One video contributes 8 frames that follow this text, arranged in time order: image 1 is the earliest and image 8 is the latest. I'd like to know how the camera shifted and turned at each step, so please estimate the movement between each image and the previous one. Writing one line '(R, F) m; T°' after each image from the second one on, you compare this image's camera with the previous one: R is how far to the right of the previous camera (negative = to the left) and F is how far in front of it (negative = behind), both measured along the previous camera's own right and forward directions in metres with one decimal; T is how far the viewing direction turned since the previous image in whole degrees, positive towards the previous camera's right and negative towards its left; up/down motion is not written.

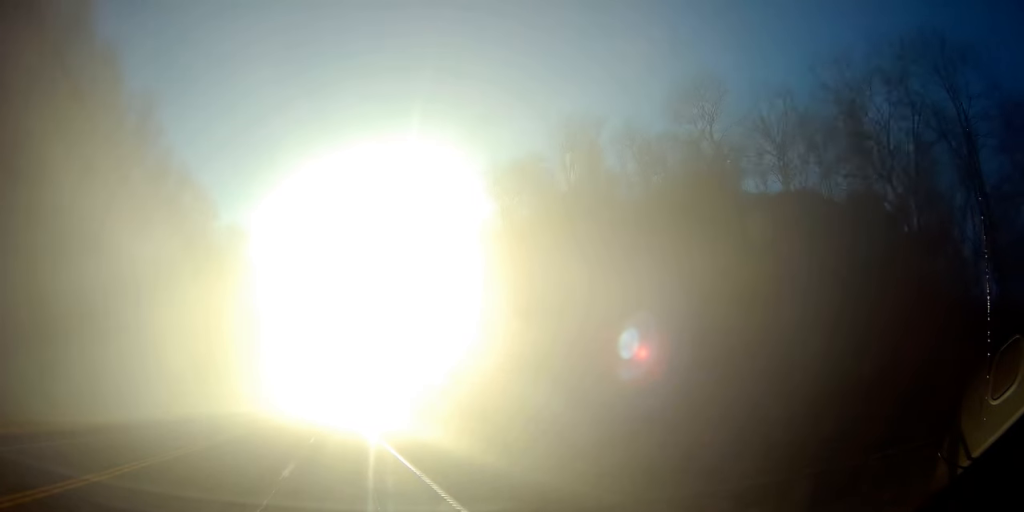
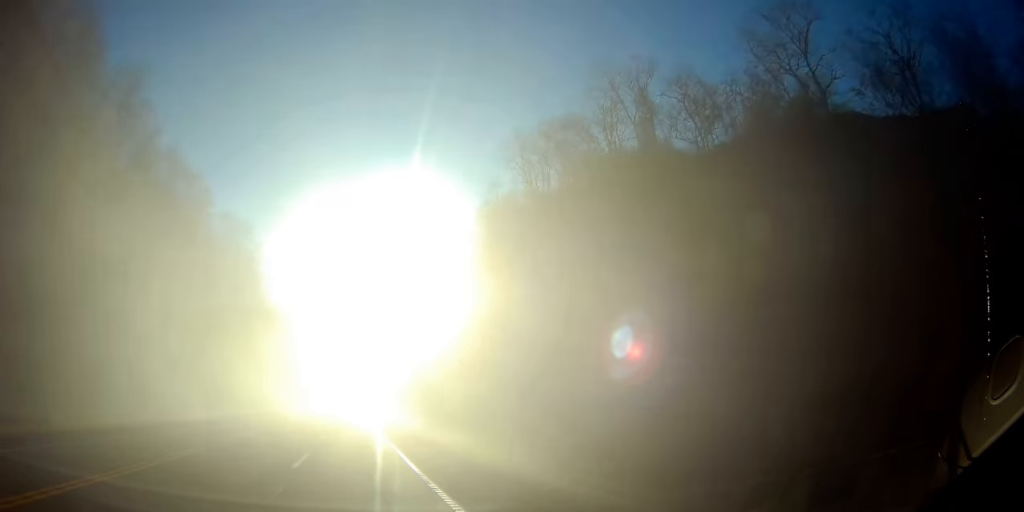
(-0.1, +10.4) m; -1°
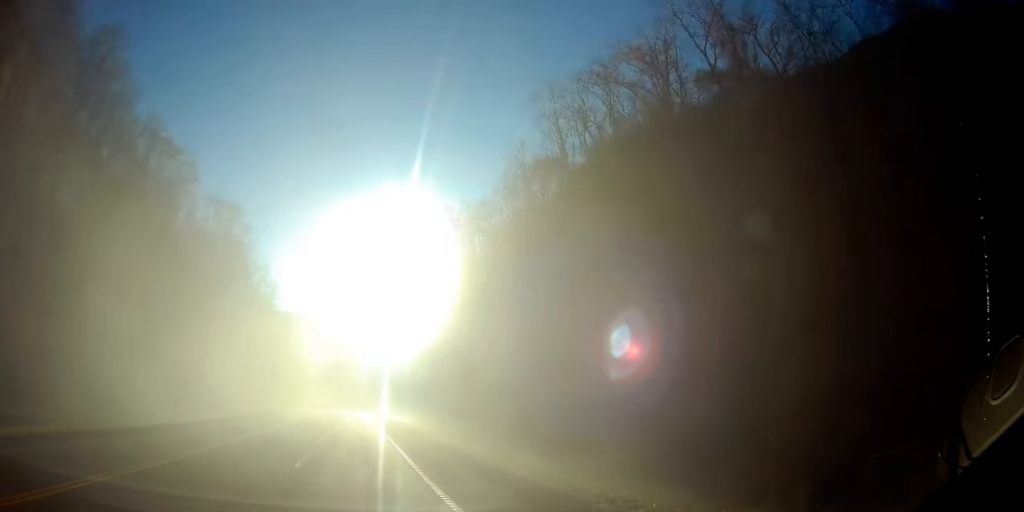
(-0.1, +11.9) m; -1°
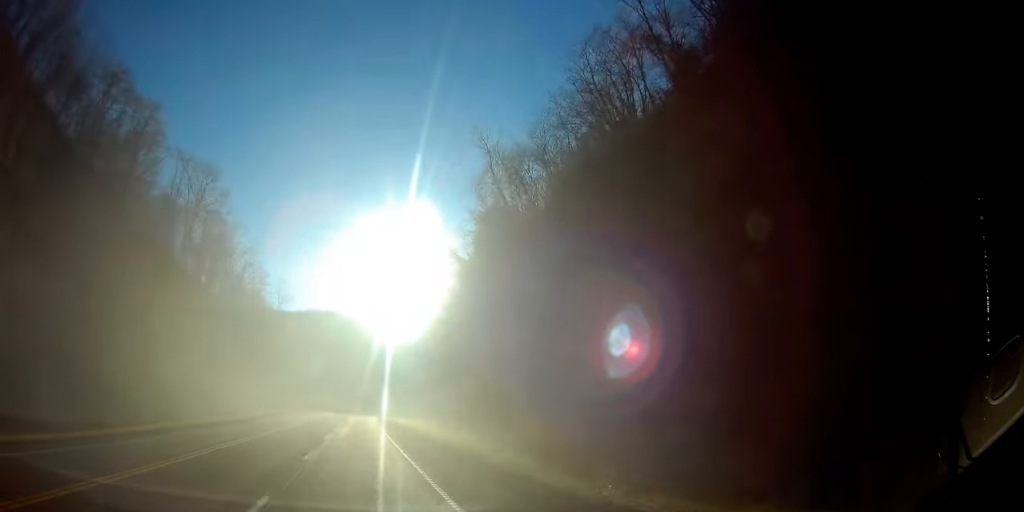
(0.0, +20.5) m; 0°
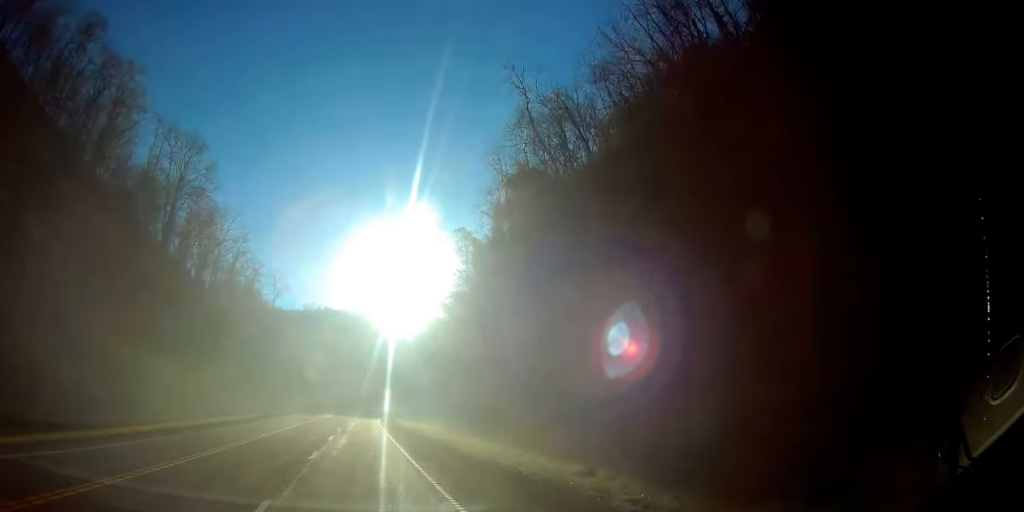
(0.0, +11.4) m; 0°
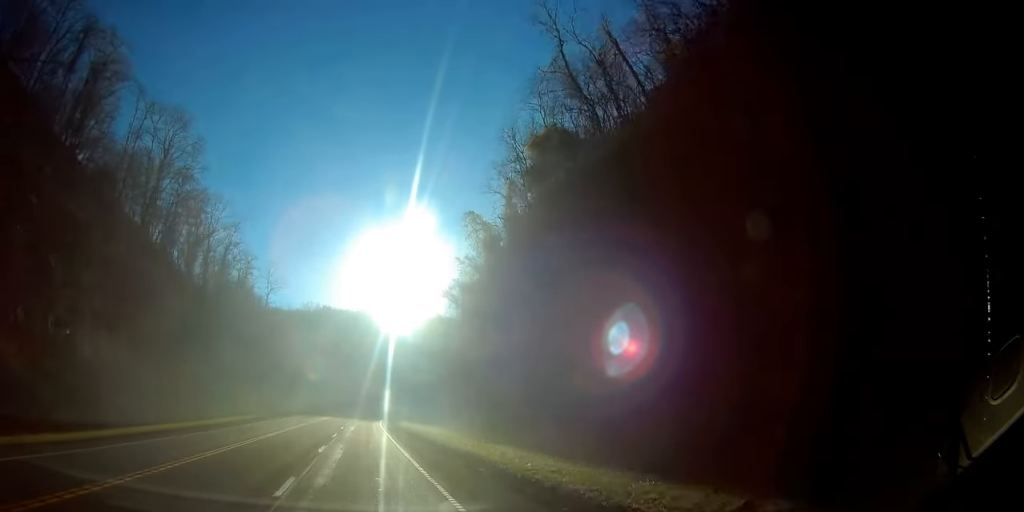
(0.0, +8.0) m; 0°
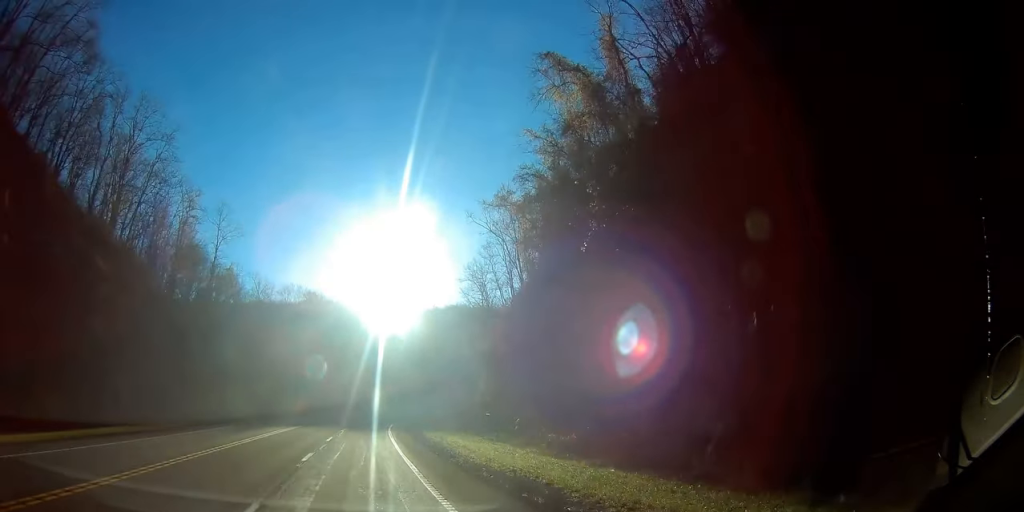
(-0.1, +37.7) m; 0°
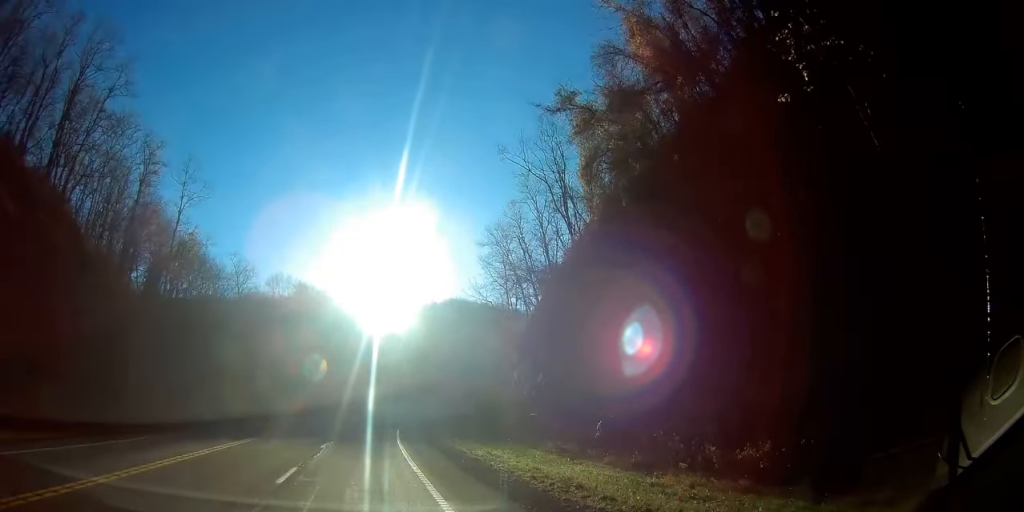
(0.0, +16.6) m; +1°
